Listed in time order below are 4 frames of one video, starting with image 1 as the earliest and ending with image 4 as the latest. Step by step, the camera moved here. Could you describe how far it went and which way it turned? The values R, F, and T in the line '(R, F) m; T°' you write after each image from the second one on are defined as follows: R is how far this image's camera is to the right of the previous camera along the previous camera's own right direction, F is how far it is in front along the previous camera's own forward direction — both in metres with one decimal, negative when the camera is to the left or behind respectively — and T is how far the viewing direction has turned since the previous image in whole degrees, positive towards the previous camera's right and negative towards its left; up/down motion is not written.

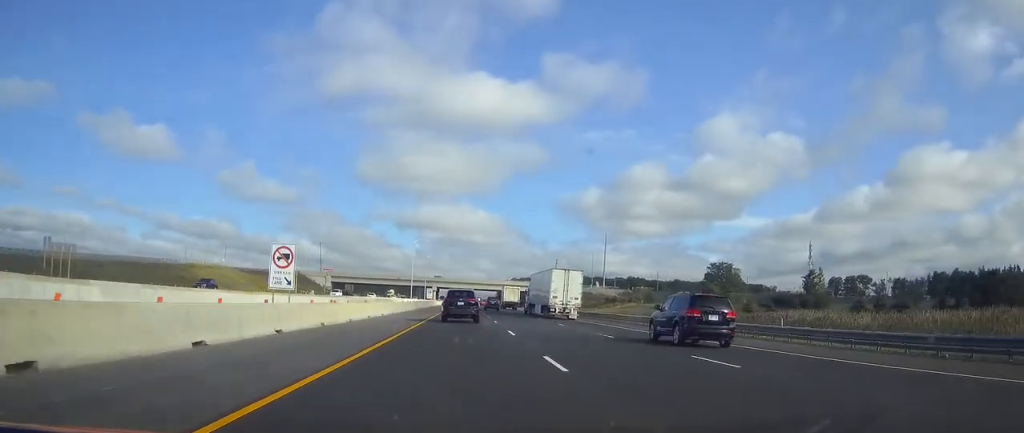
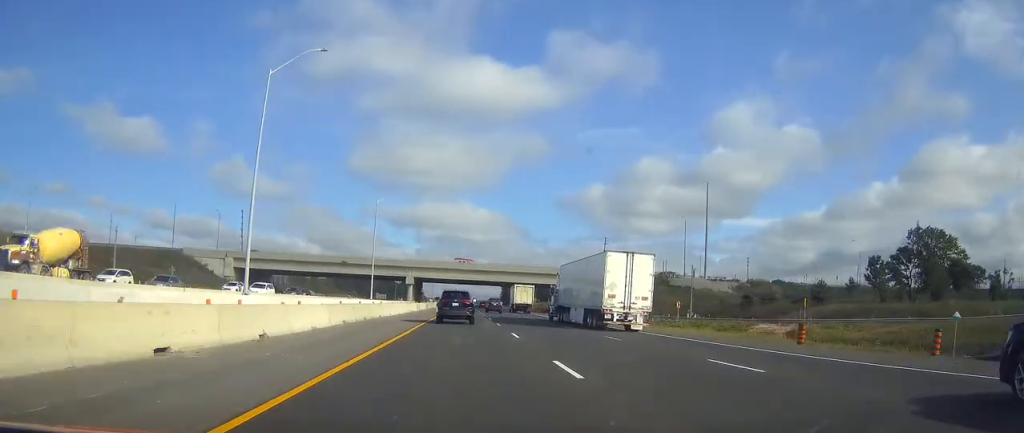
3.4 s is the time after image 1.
(-0.3, +110.1) m; 0°
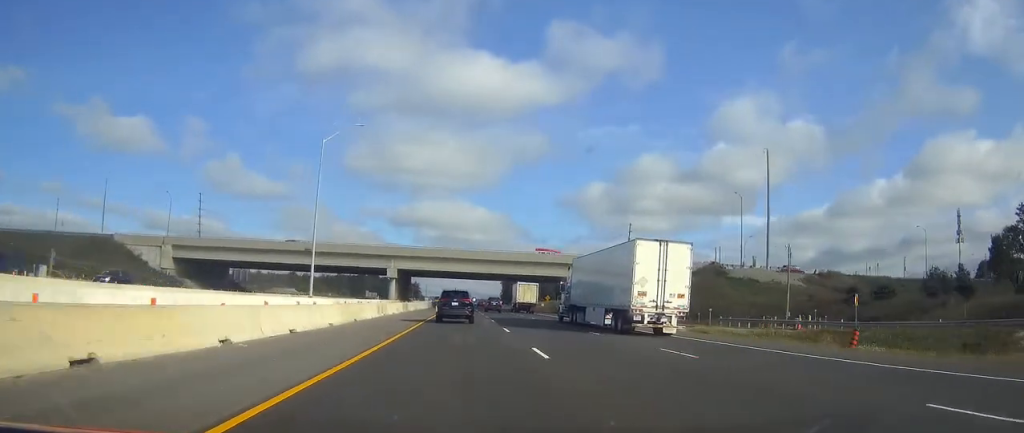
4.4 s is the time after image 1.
(0.0, +32.6) m; 0°
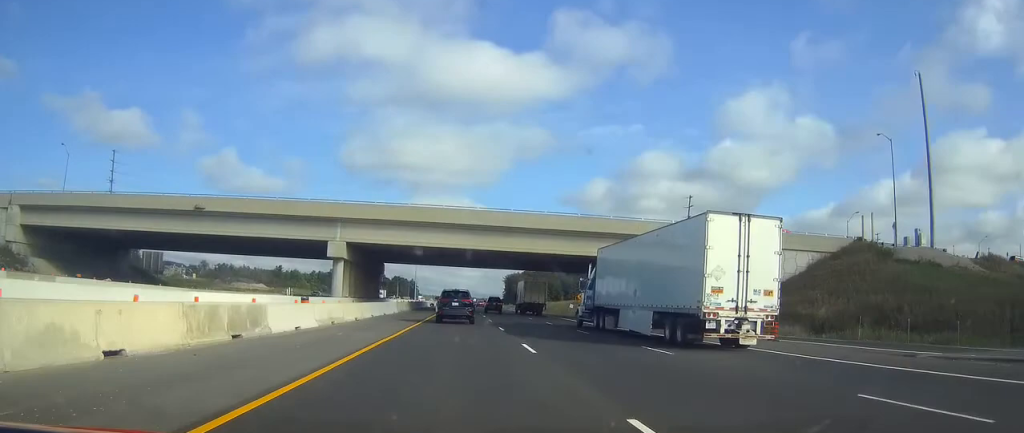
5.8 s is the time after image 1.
(+0.1, +46.8) m; 0°
